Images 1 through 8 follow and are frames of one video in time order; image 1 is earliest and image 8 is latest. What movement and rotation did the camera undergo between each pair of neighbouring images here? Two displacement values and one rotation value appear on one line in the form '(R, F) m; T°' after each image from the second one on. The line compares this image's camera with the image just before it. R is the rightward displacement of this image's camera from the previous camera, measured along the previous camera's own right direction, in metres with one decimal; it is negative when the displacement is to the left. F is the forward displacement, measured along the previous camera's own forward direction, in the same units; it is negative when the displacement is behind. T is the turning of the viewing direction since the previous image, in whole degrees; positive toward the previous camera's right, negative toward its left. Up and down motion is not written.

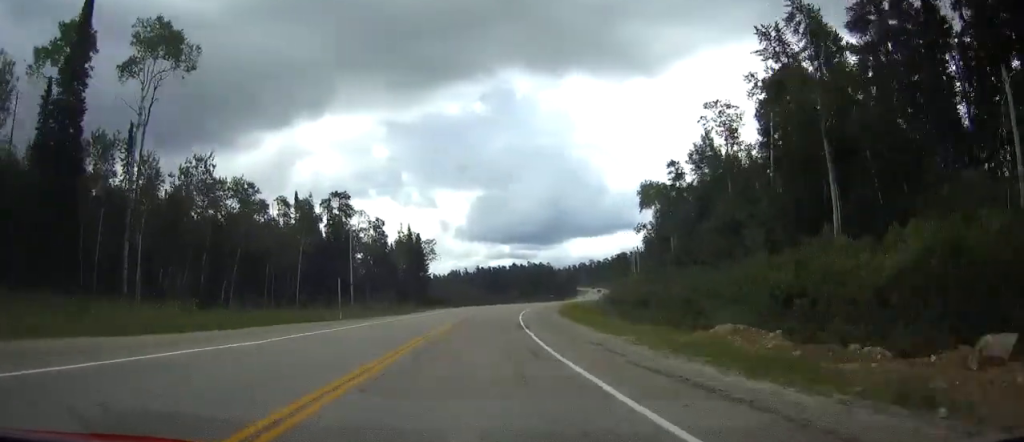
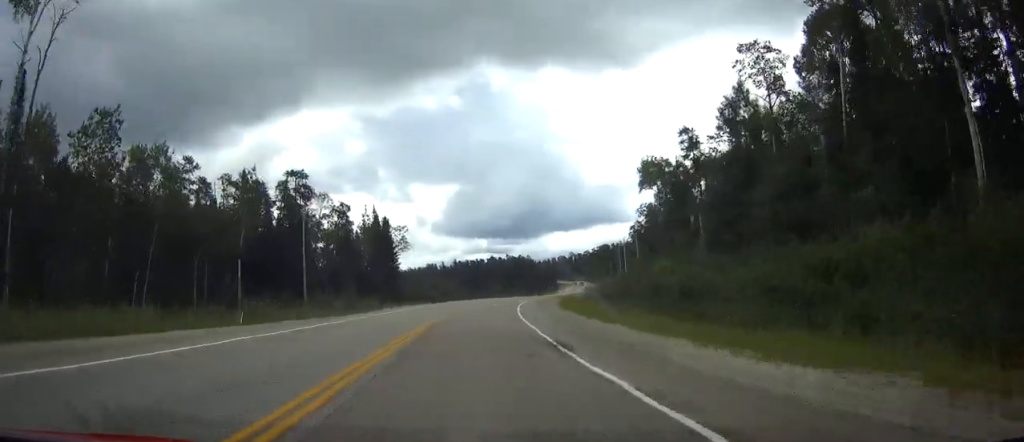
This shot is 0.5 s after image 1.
(+0.7, +16.7) m; +2°
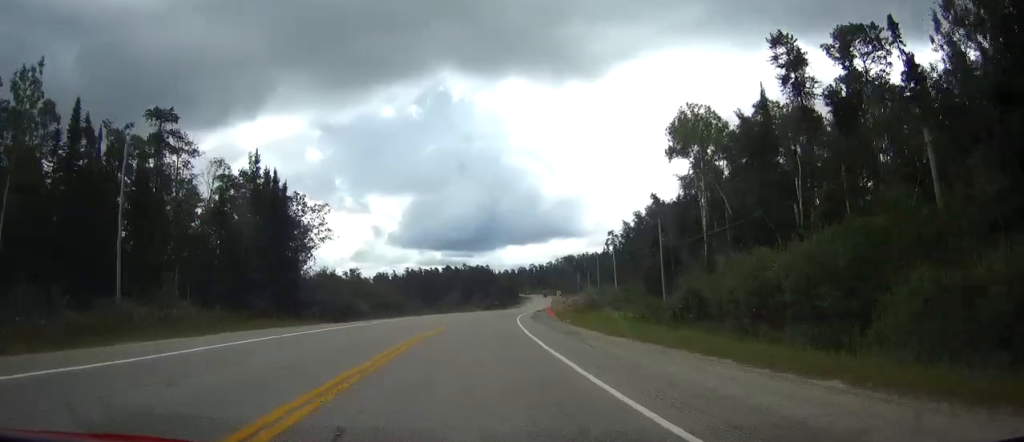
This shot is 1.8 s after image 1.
(+1.4, +38.7) m; +5°
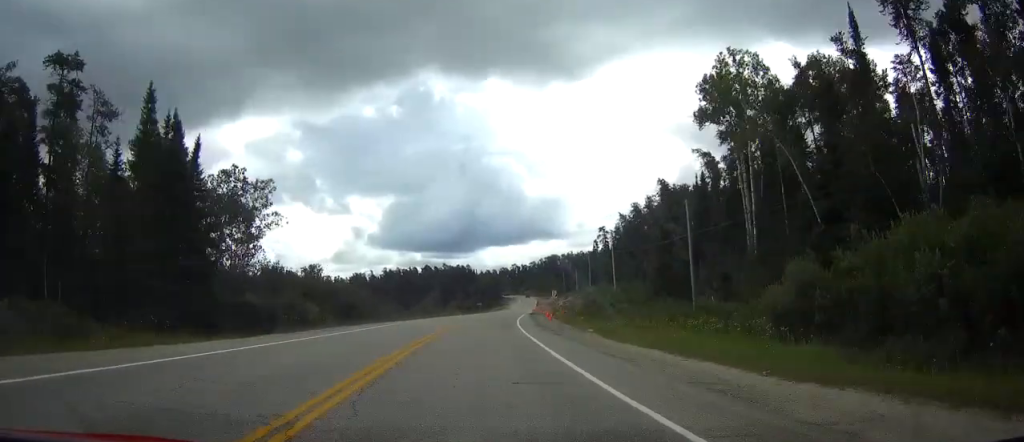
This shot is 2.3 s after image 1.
(+0.6, +17.9) m; +2°
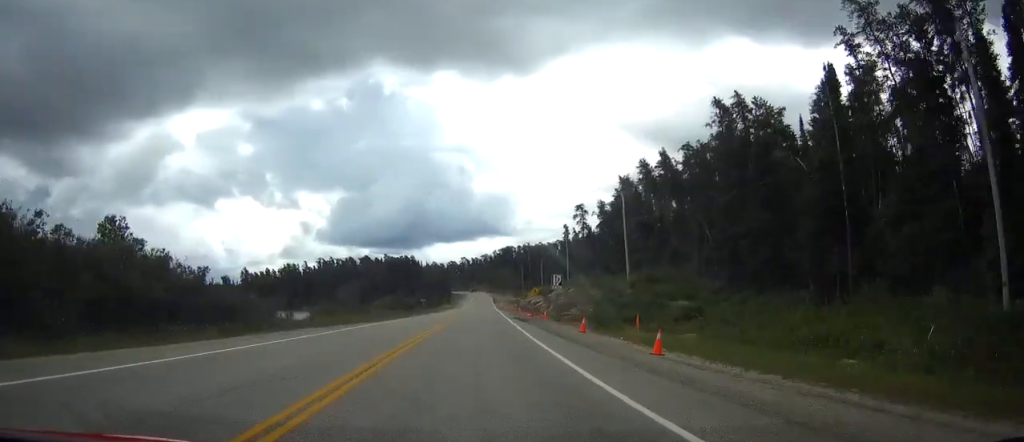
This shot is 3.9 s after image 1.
(+1.6, +48.8) m; +2°
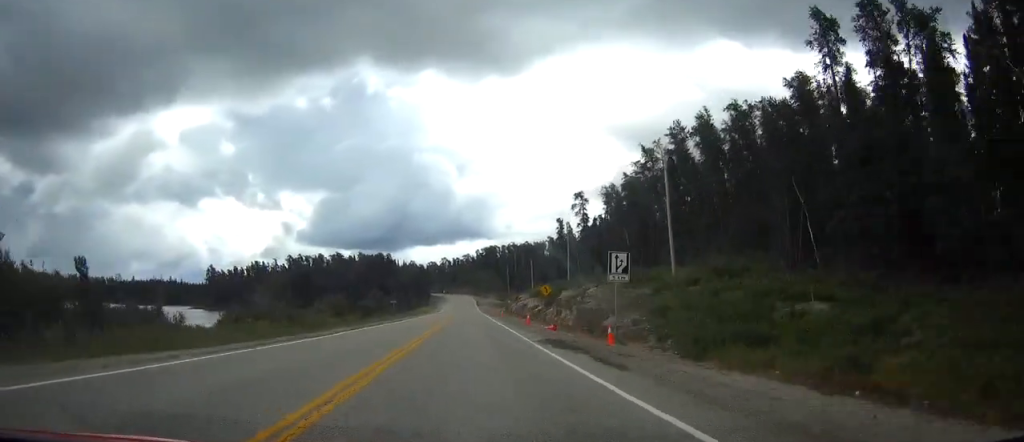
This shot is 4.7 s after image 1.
(0.0, +26.9) m; +1°
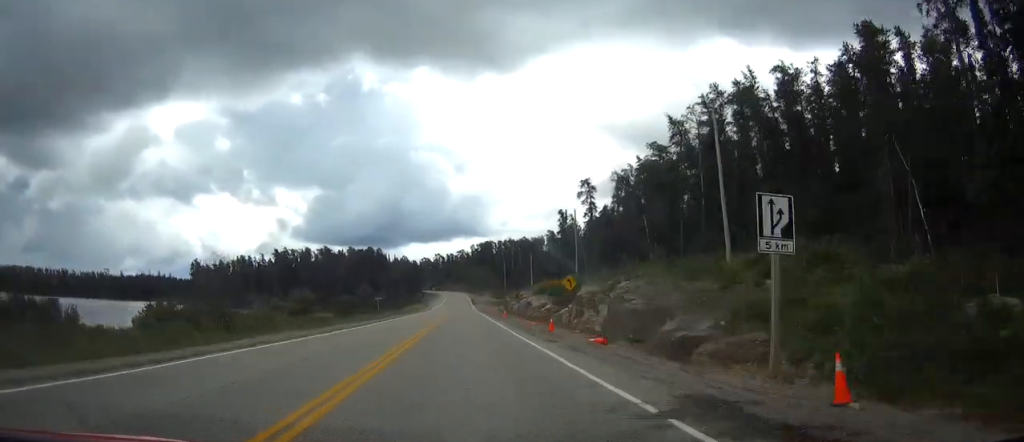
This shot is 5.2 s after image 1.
(+0.1, +15.1) m; +1°
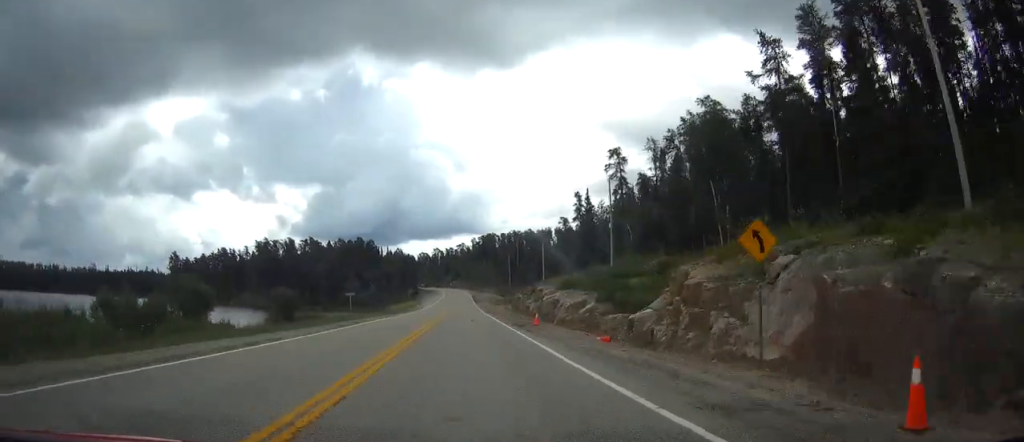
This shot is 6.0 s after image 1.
(+0.5, +27.2) m; +1°
